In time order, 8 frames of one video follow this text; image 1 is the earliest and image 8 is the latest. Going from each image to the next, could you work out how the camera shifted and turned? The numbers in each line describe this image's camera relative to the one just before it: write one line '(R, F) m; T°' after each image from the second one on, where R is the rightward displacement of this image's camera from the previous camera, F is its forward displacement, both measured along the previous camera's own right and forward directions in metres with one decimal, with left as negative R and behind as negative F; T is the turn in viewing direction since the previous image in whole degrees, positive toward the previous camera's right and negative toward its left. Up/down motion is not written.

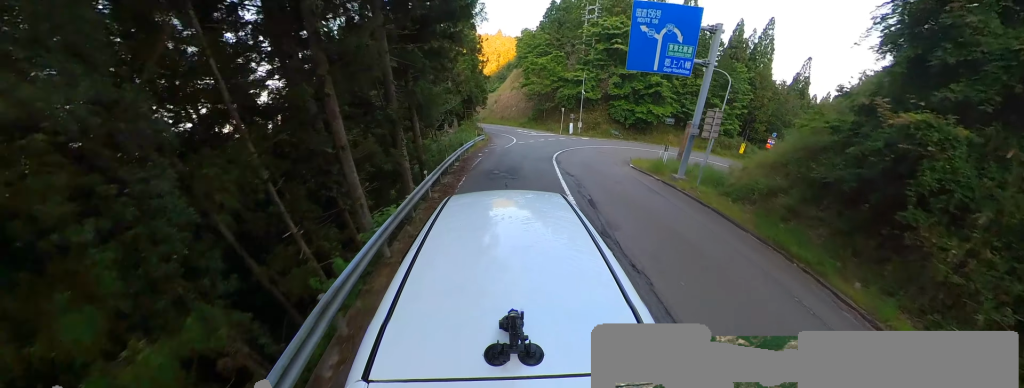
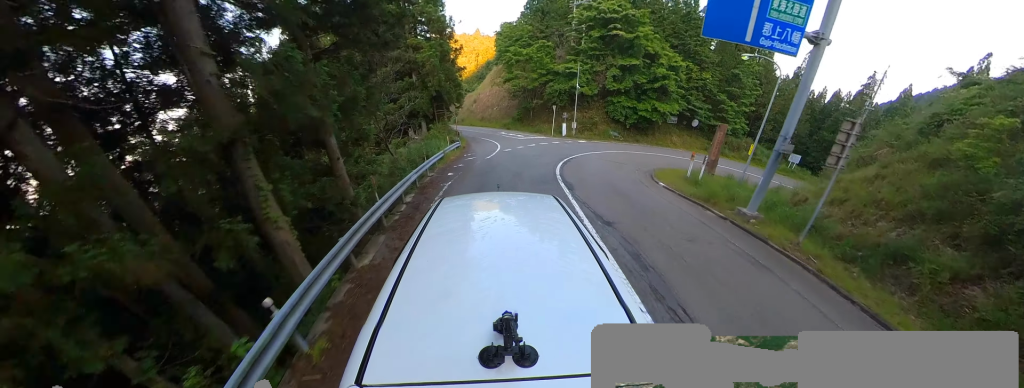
(+1.0, +5.9) m; 0°
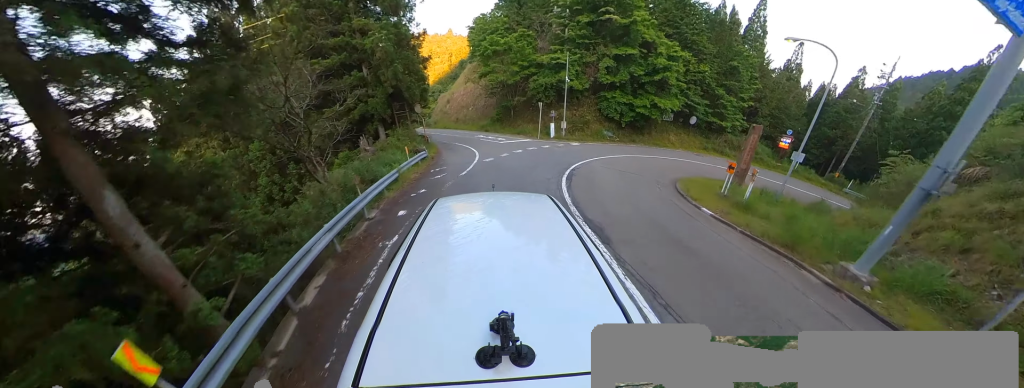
(-0.9, +4.7) m; +6°
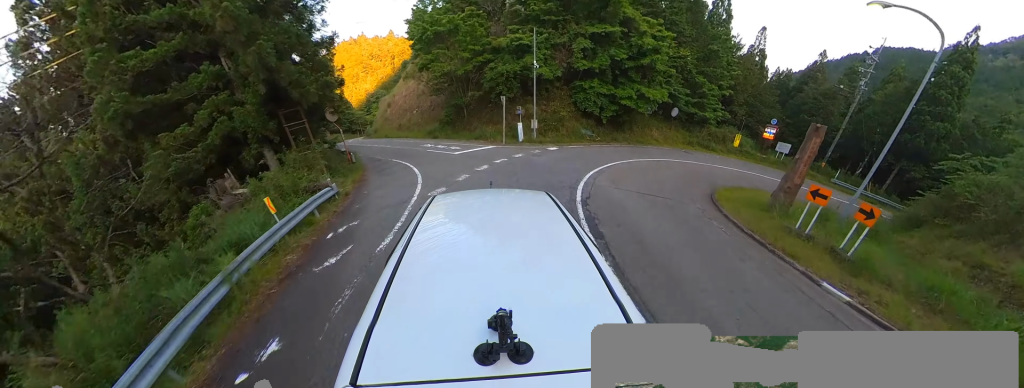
(+0.4, +6.4) m; +13°
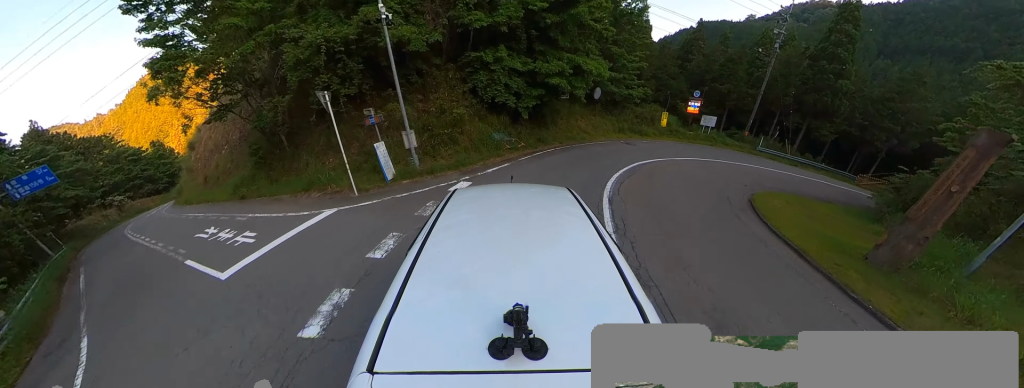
(+2.7, +11.2) m; +31°
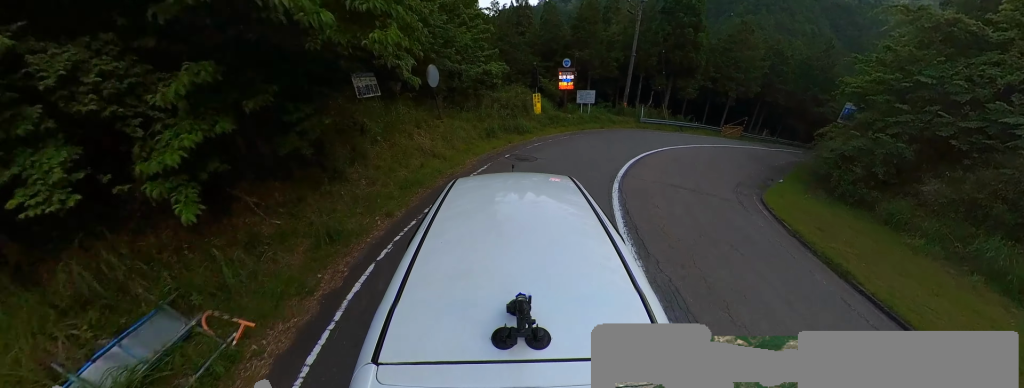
(+3.7, +11.8) m; +38°
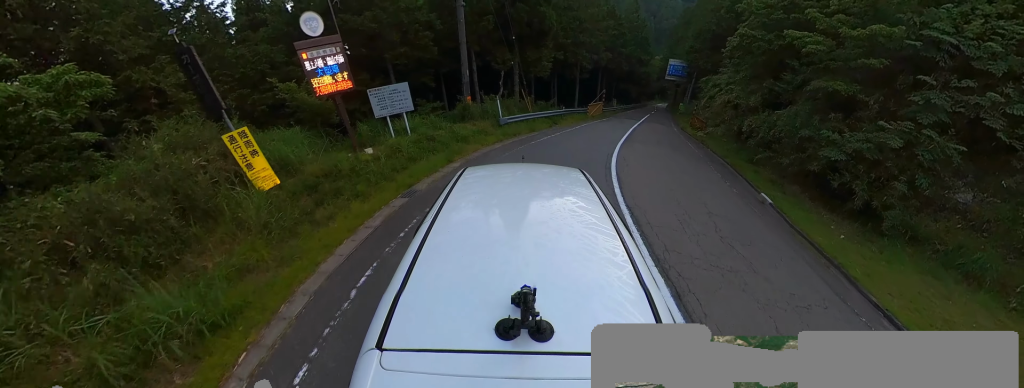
(+6.8, +10.6) m; +44°
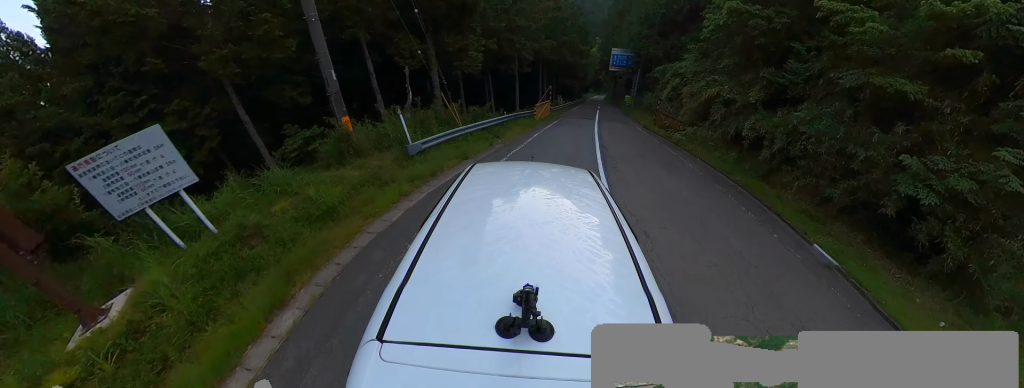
(-0.4, +7.1) m; -3°
